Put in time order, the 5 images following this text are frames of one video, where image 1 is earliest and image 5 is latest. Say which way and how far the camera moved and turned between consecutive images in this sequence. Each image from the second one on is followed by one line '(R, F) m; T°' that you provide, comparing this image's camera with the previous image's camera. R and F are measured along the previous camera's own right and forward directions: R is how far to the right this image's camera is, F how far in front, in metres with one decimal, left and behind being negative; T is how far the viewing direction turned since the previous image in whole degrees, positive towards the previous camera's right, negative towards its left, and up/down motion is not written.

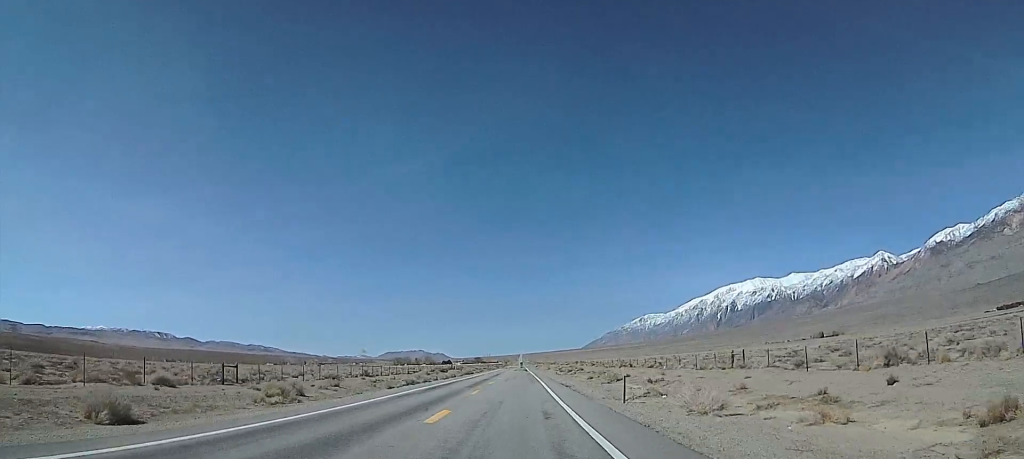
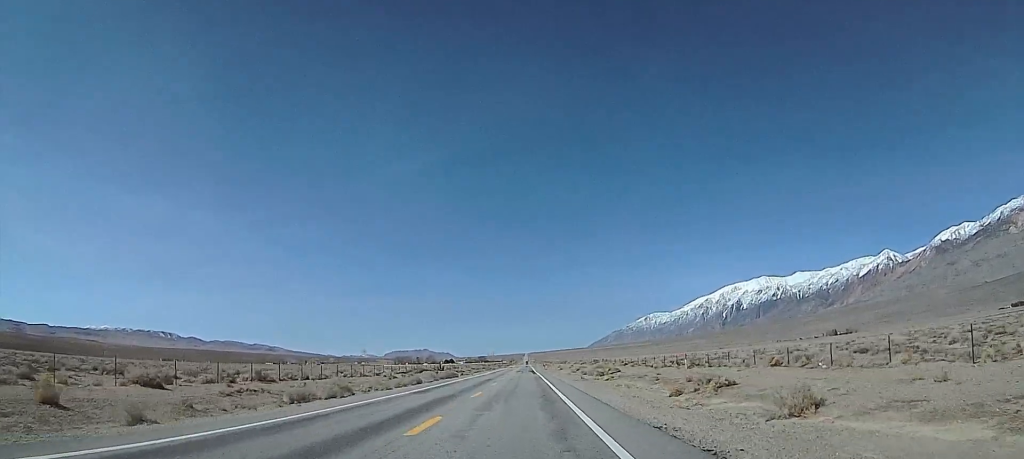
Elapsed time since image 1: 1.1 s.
(0.0, +32.4) m; 0°
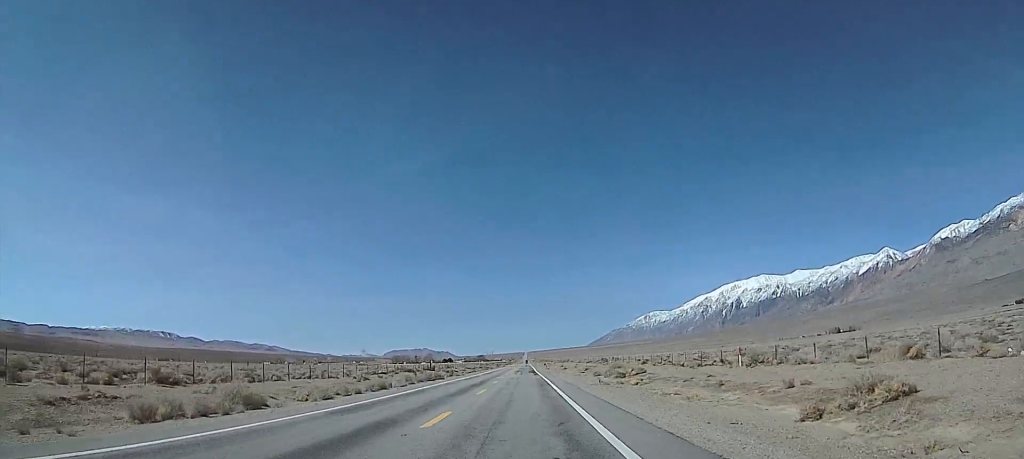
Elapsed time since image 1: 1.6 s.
(0.0, +13.3) m; 0°
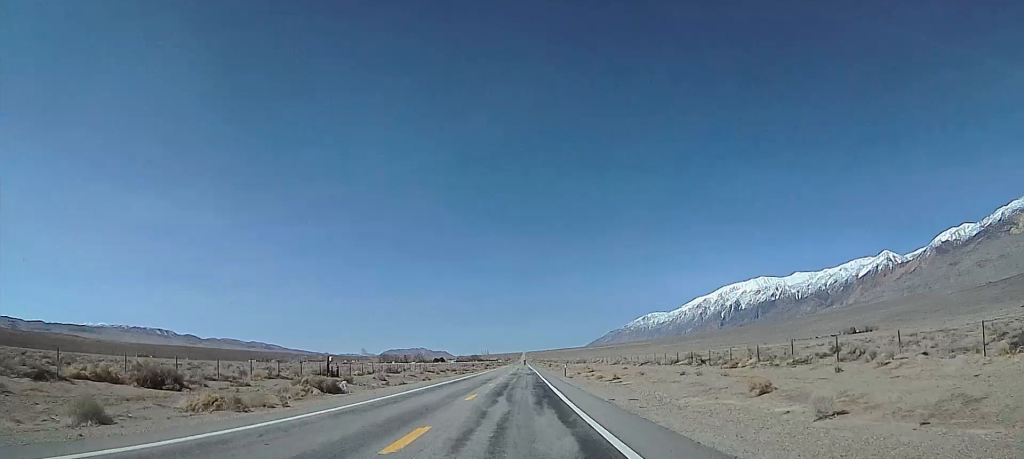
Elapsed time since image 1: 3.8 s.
(-0.1, +62.7) m; 0°
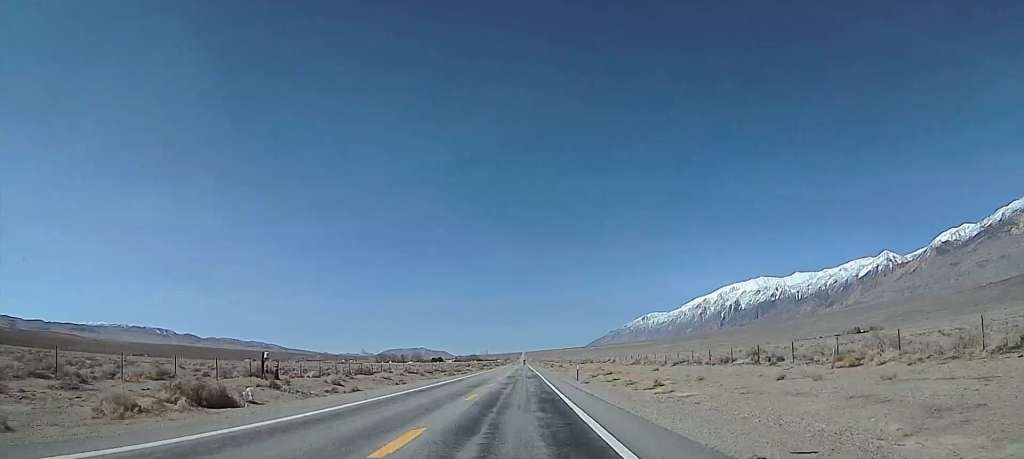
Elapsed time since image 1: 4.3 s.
(0.0, +15.2) m; 0°
